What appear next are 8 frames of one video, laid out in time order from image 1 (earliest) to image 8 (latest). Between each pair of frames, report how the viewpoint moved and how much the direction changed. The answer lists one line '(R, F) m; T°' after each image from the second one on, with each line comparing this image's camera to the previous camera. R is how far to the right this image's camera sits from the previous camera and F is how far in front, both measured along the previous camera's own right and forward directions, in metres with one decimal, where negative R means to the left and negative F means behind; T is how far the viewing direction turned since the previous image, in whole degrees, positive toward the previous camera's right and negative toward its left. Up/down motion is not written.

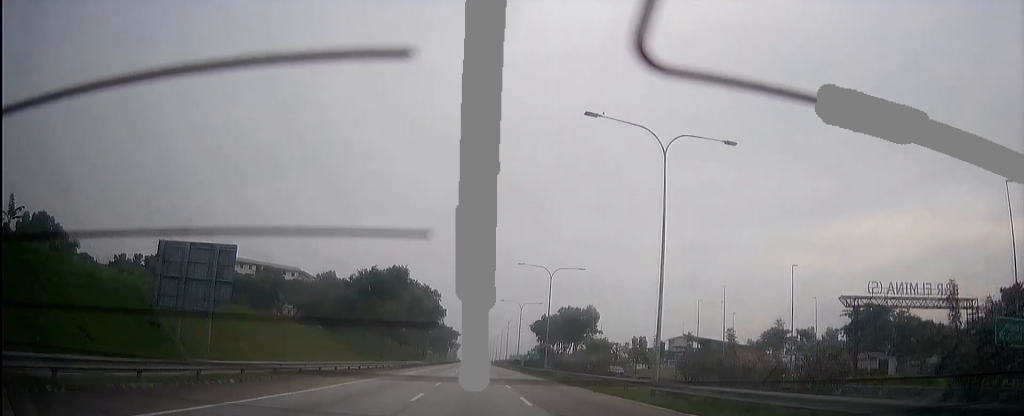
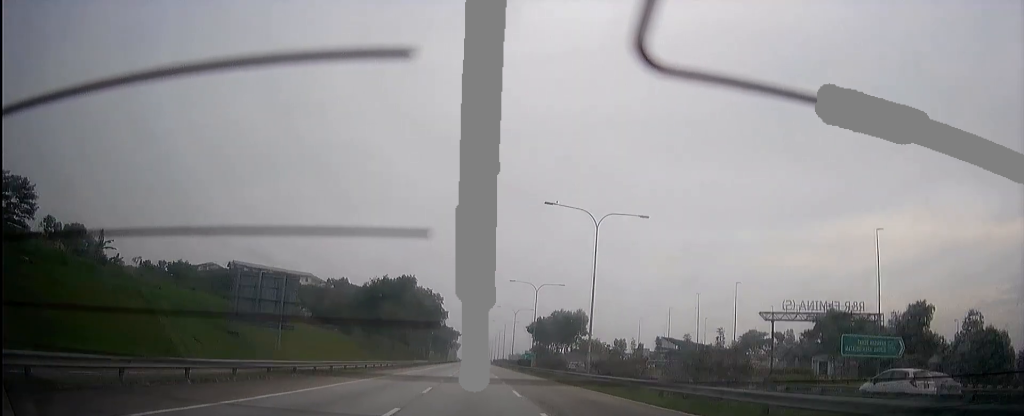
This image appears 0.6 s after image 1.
(0.0, +15.1) m; 0°
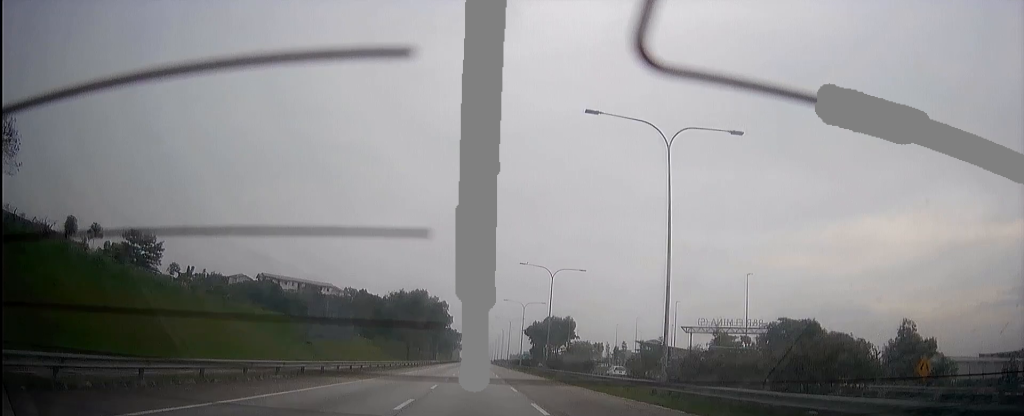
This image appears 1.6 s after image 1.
(0.0, +24.1) m; 0°
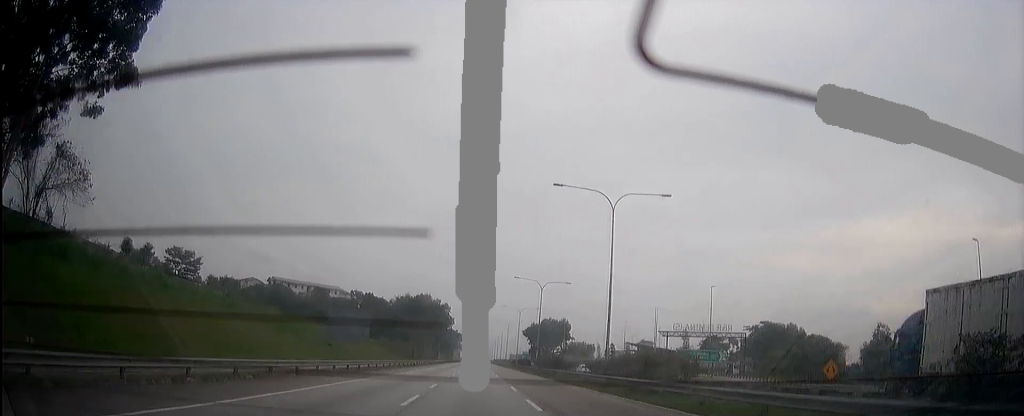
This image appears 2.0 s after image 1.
(0.0, +12.1) m; 0°
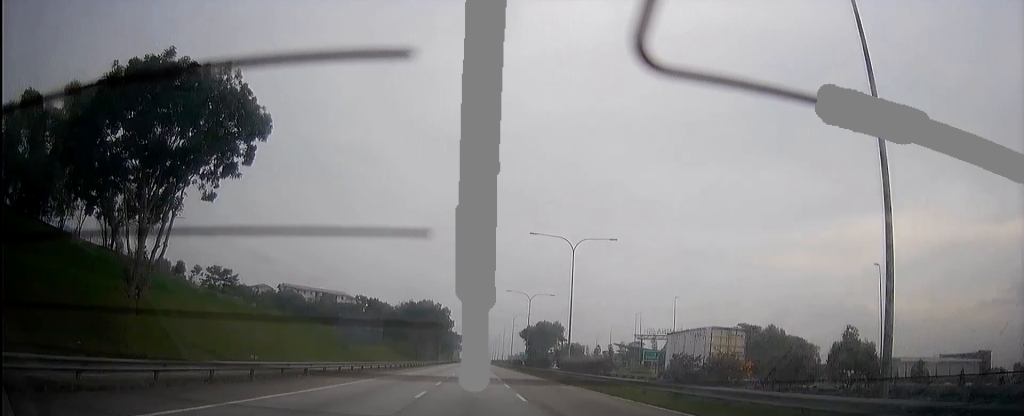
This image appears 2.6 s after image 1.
(0.0, +15.1) m; 0°
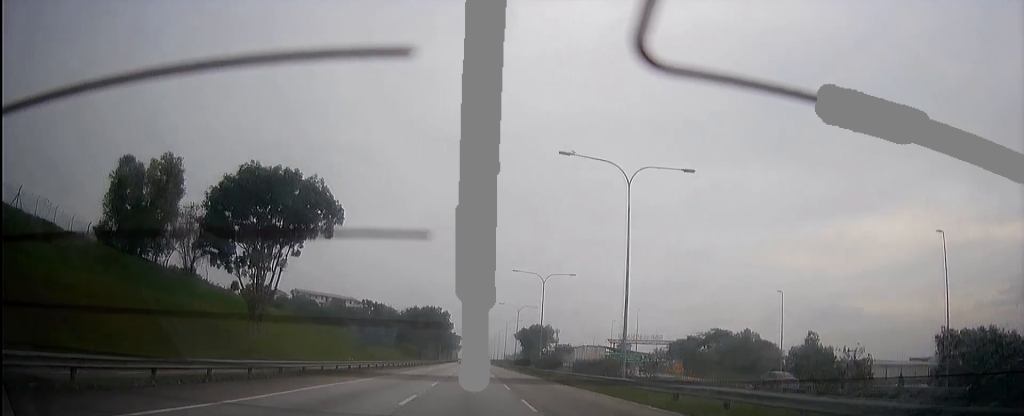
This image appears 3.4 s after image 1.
(0.0, +20.1) m; 0°
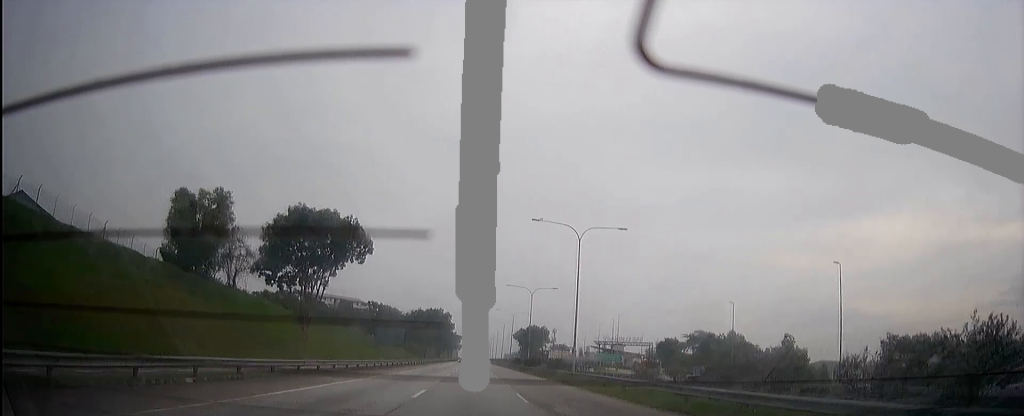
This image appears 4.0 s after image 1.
(0.0, +14.1) m; 0°
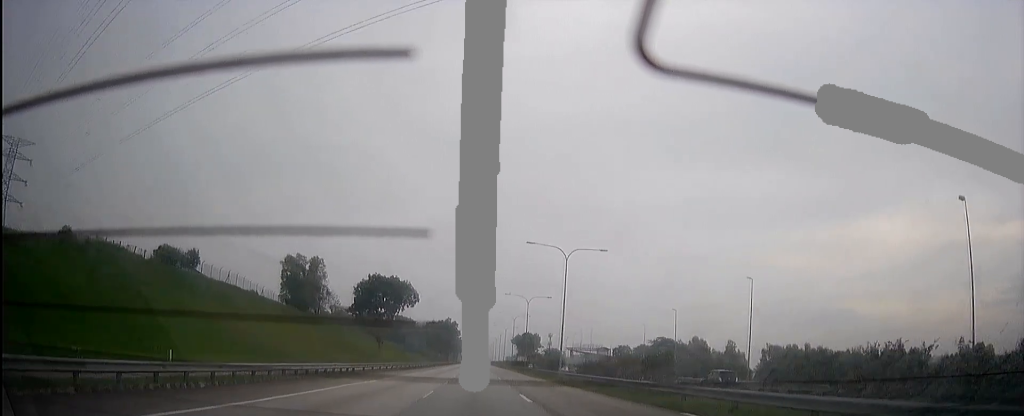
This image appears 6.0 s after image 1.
(+0.1, +49.3) m; 0°
